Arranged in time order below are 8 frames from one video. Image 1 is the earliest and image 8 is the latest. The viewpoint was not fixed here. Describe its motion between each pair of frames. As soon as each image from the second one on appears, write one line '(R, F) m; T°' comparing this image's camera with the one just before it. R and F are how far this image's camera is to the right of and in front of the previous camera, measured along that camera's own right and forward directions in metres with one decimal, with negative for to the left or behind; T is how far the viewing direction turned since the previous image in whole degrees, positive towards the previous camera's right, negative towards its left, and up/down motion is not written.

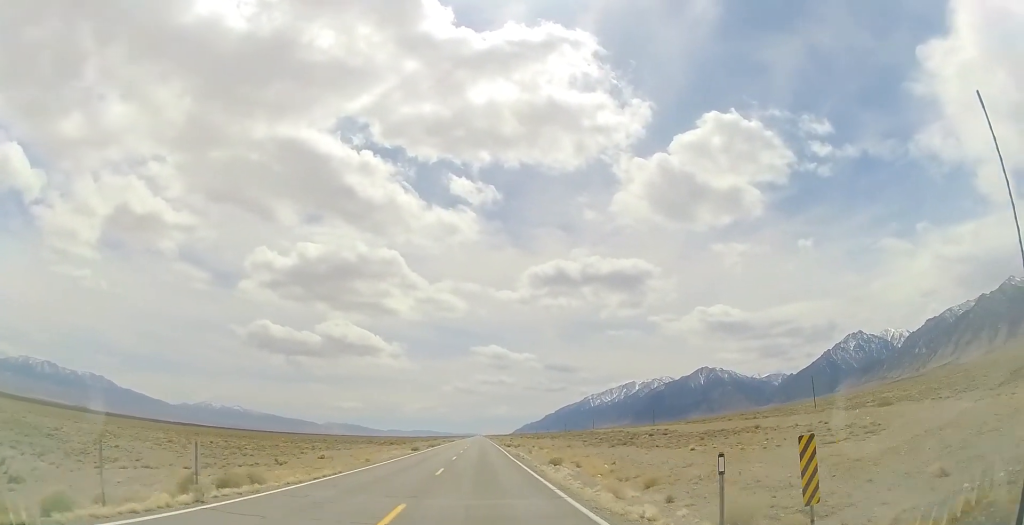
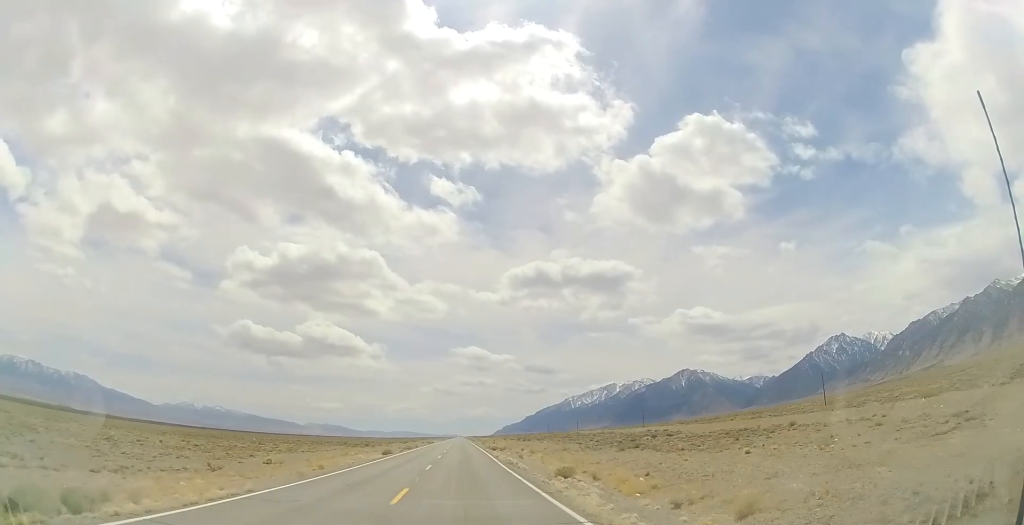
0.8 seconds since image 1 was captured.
(0.0, +8.6) m; +2°
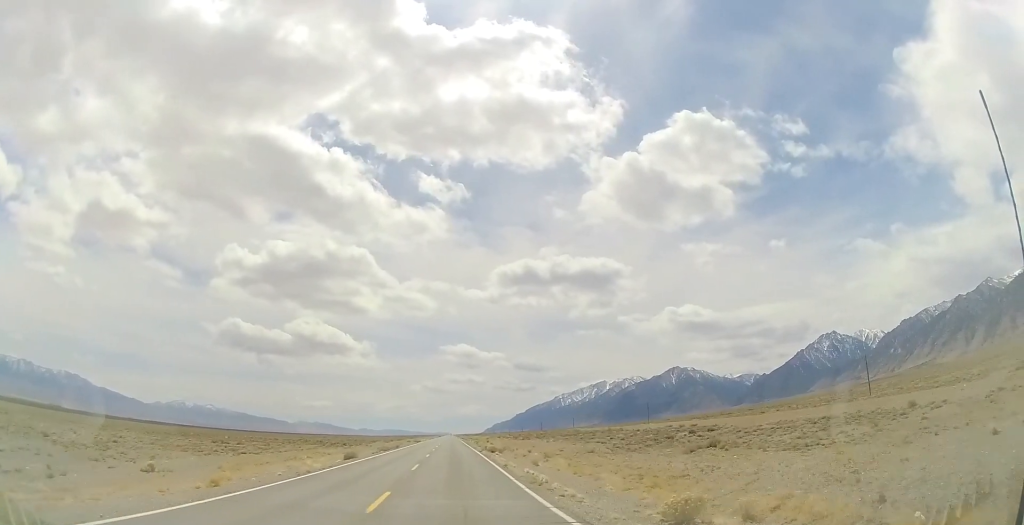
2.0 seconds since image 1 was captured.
(+0.5, +14.2) m; +2°
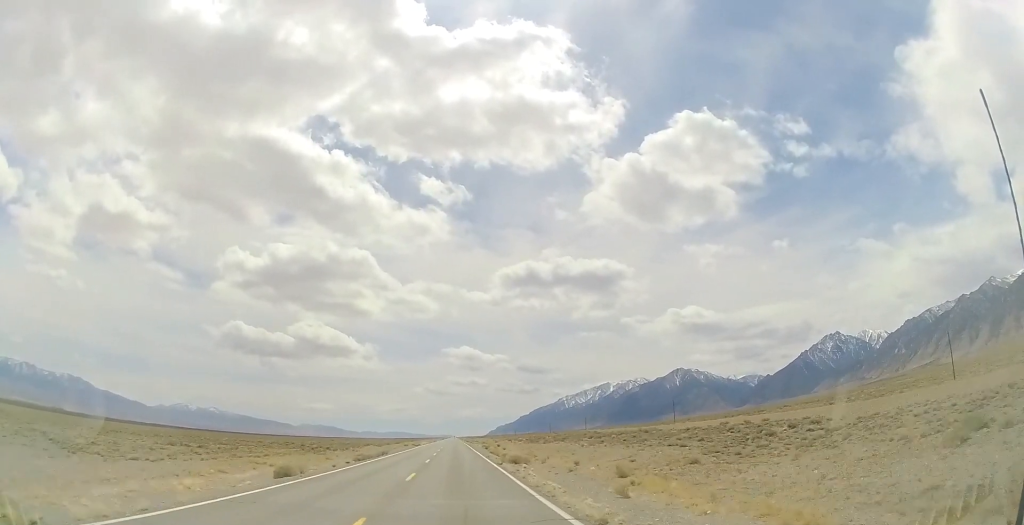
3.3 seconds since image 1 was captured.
(-0.3, +17.7) m; -2°
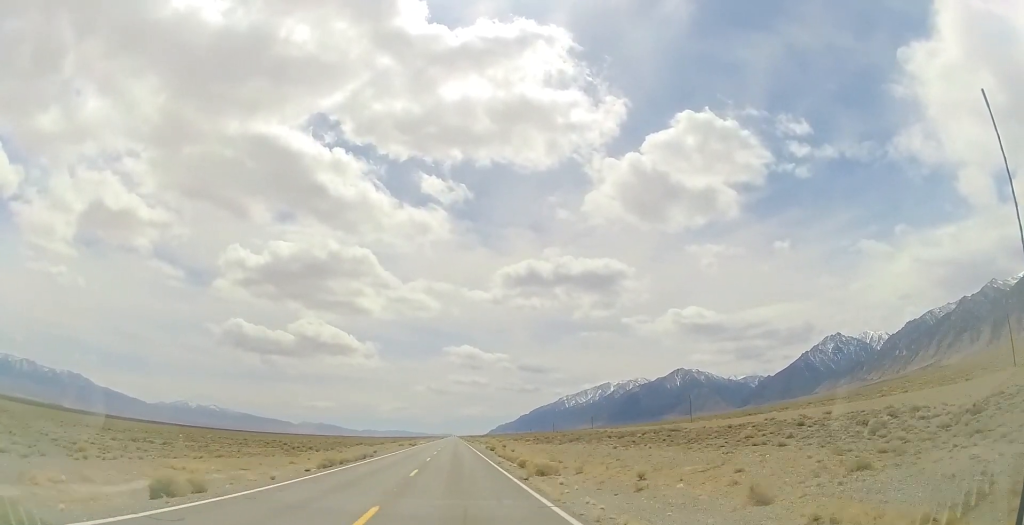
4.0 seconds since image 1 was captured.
(-0.2, +11.2) m; -1°
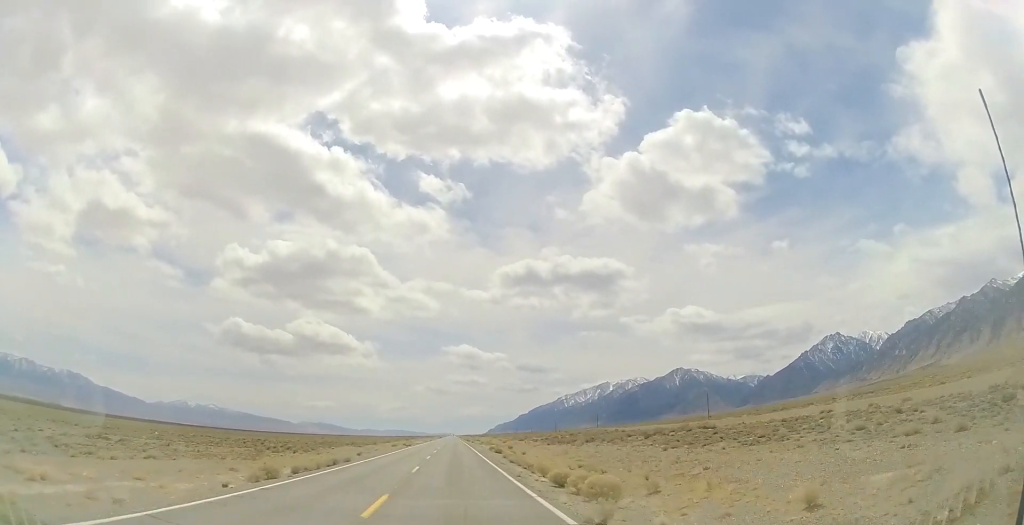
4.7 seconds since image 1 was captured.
(0.0, +10.8) m; 0°
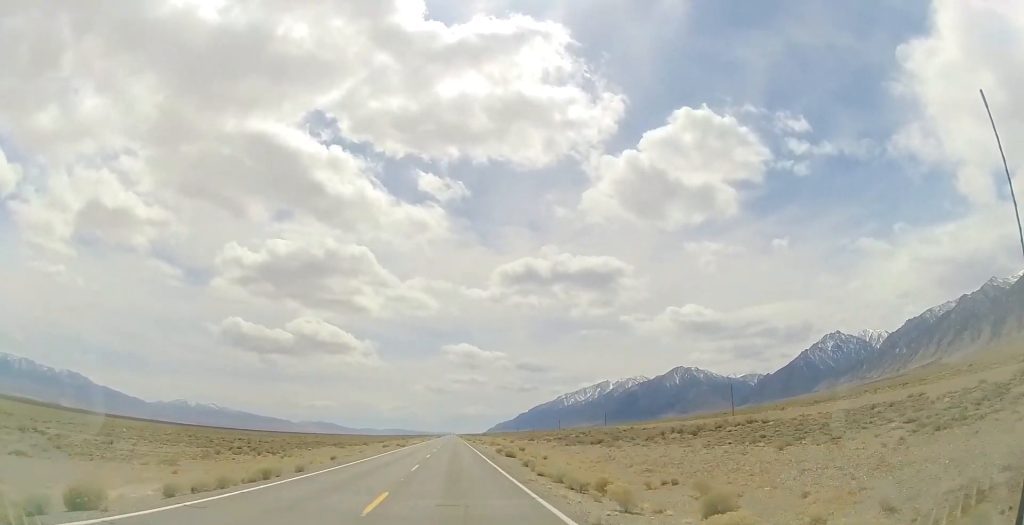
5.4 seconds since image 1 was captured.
(0.0, +12.7) m; -1°
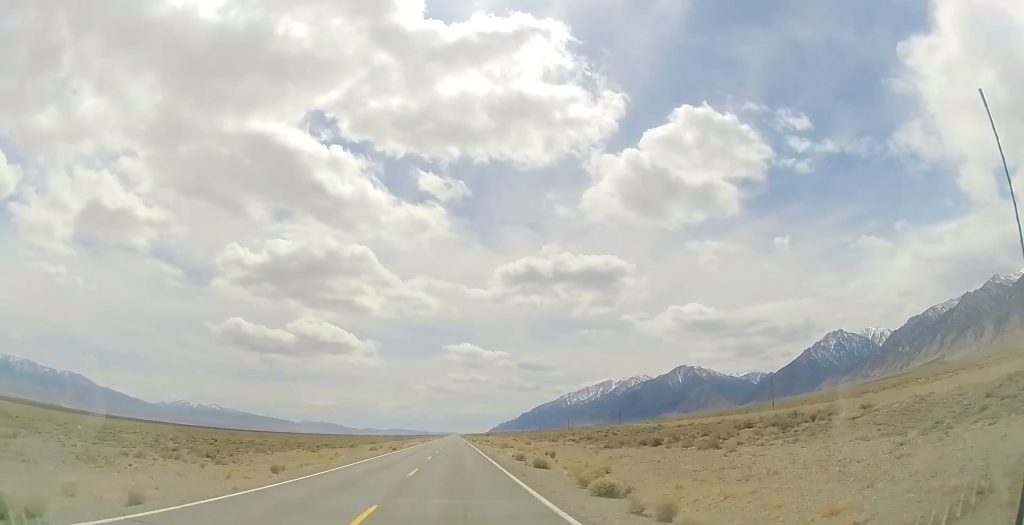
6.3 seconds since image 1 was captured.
(-0.1, +15.7) m; 0°
